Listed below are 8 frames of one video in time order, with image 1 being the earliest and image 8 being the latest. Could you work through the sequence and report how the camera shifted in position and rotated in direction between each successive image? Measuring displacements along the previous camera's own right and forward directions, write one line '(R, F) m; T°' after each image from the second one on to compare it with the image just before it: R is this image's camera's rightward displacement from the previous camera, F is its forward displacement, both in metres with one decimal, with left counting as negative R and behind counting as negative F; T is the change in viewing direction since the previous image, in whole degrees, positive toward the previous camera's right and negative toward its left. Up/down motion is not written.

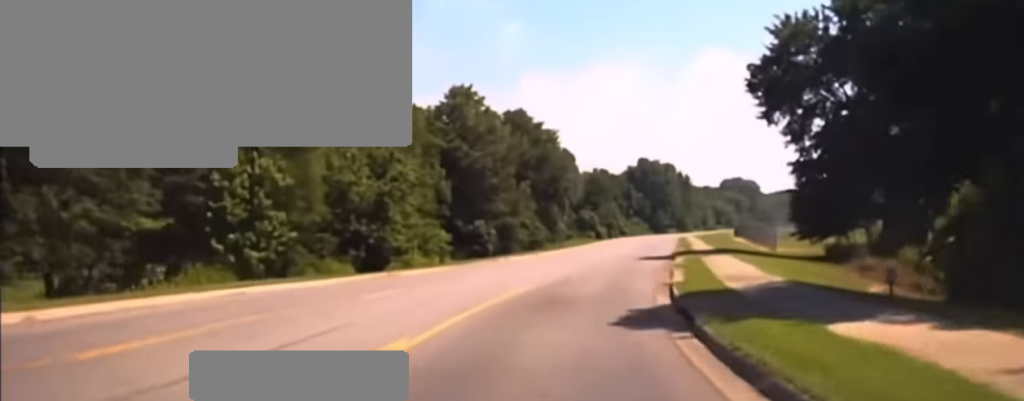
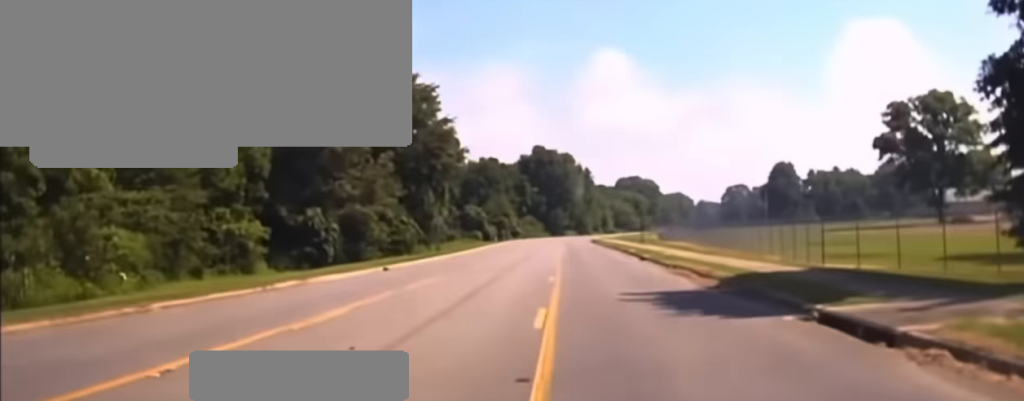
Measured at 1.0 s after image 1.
(+2.3, +30.7) m; +8°
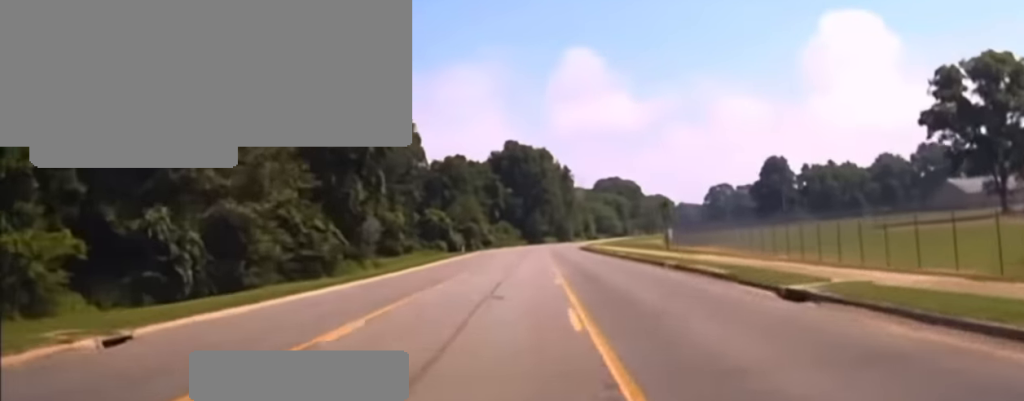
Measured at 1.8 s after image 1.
(+1.4, +24.3) m; +3°
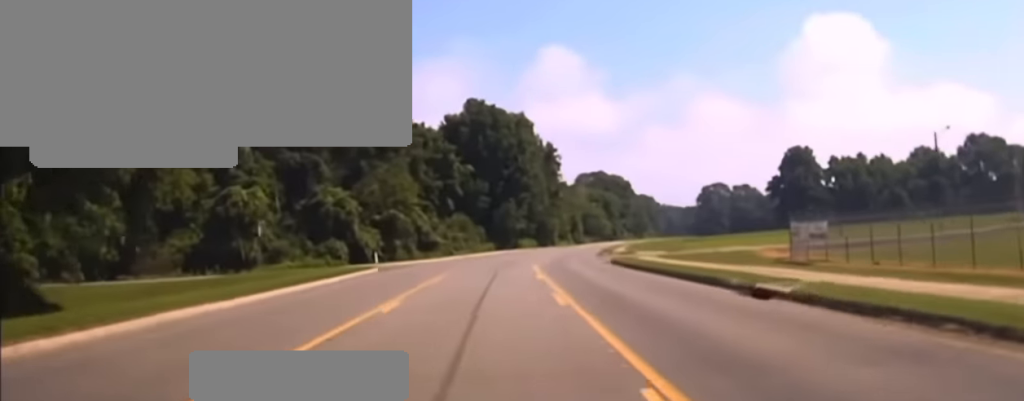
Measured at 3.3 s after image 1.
(+0.4, +61.3) m; +3°
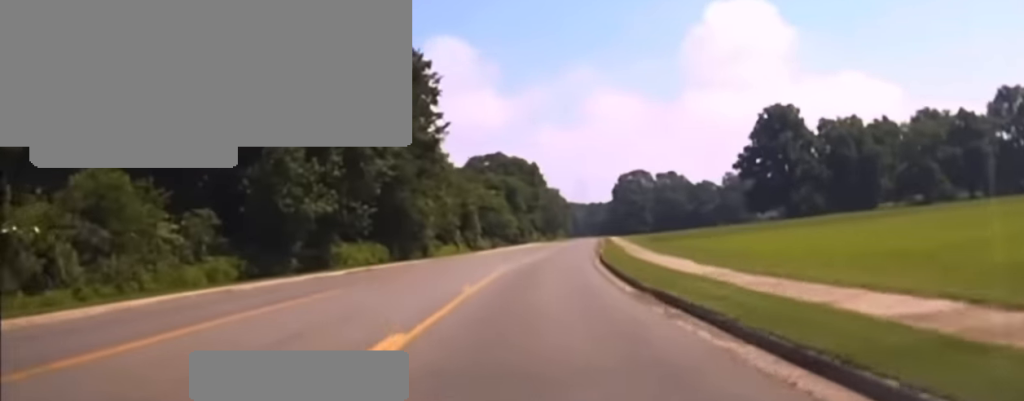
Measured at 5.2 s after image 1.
(+5.9, +97.4) m; +6°
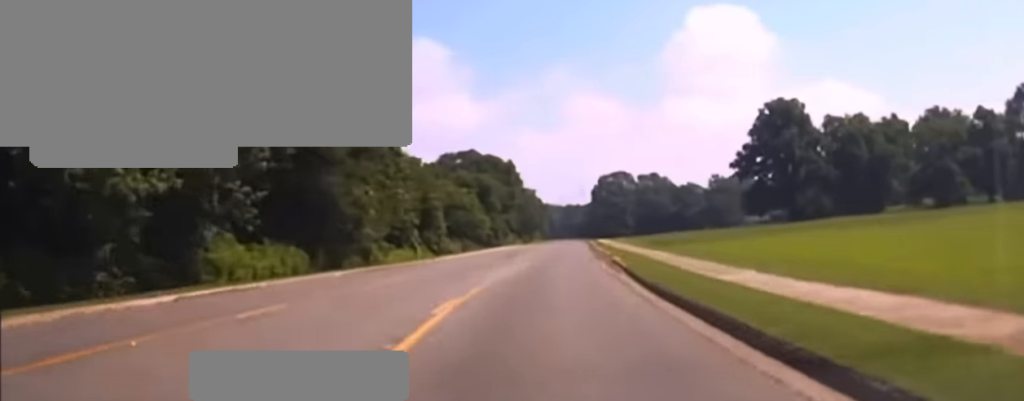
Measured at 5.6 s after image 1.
(+0.1, +24.5) m; +1°
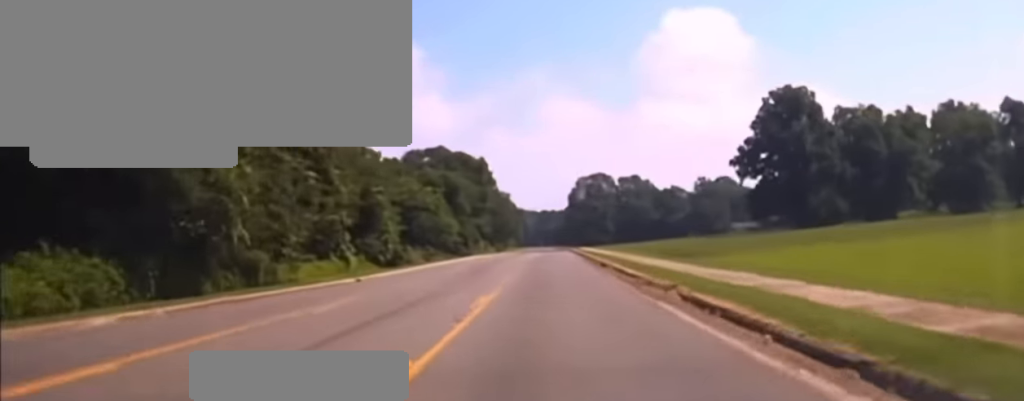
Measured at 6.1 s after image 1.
(+0.5, +24.6) m; +1°
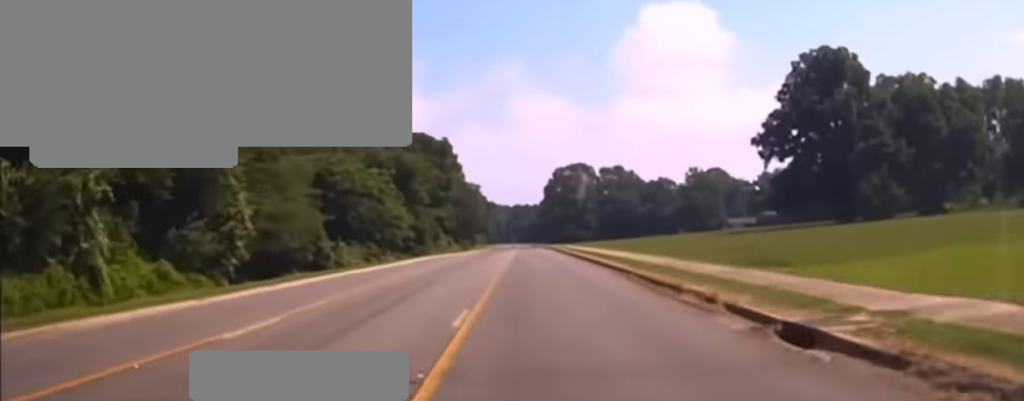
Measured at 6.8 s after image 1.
(+0.4, +35.2) m; +1°
